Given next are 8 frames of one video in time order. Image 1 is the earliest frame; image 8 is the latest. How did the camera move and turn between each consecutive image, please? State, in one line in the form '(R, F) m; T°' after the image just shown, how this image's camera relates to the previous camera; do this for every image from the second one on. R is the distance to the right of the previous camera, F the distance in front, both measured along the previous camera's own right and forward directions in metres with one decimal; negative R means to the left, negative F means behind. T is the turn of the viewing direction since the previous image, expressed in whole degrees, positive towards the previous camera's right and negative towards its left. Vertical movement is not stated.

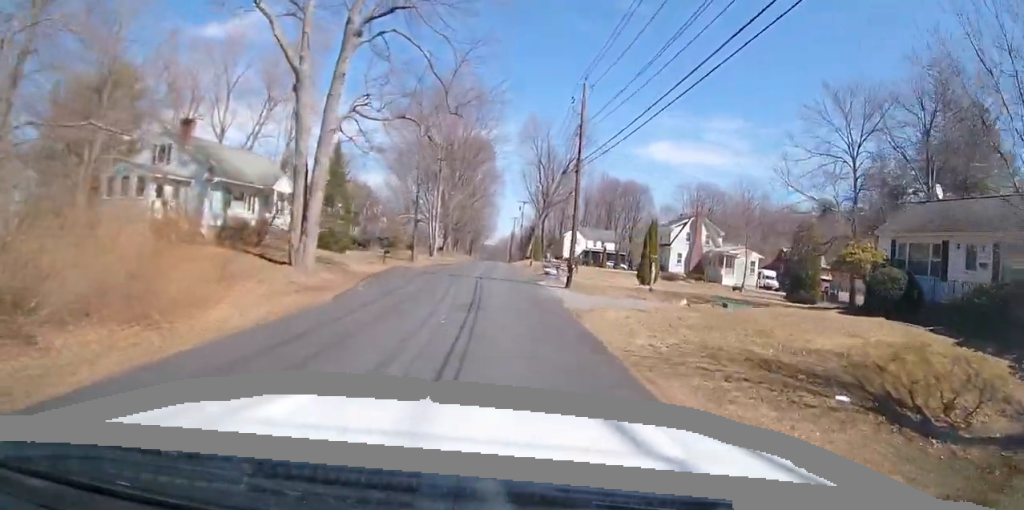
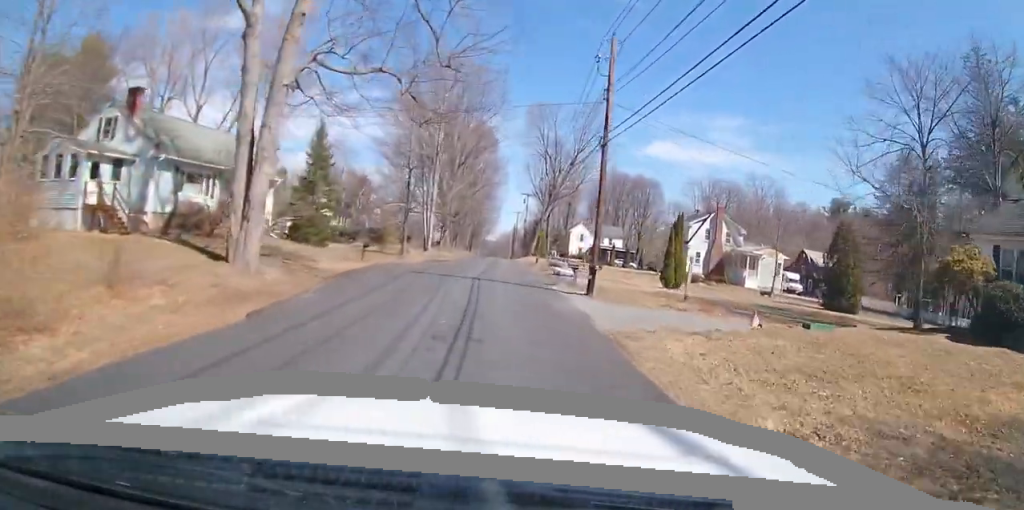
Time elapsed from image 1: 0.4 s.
(0.0, +6.2) m; 0°
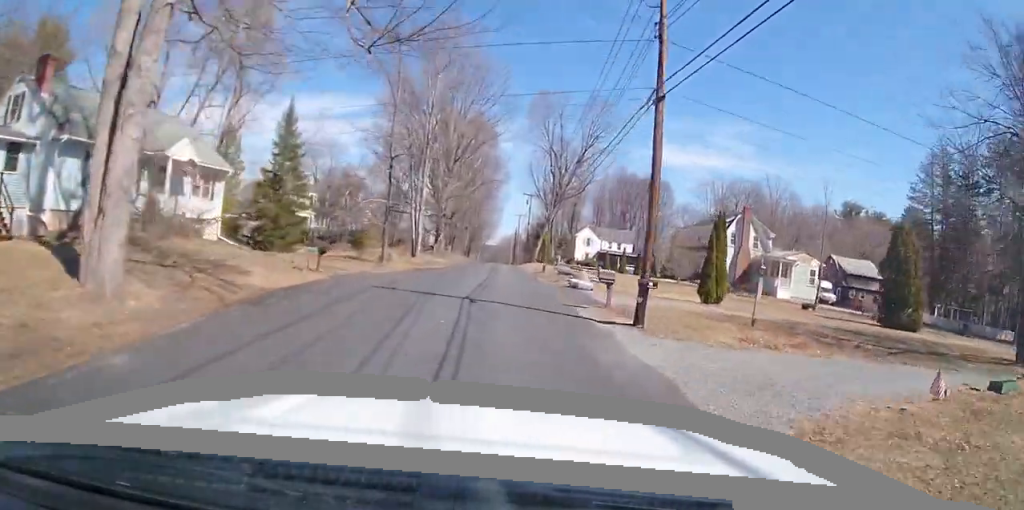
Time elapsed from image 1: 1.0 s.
(0.0, +7.6) m; 0°
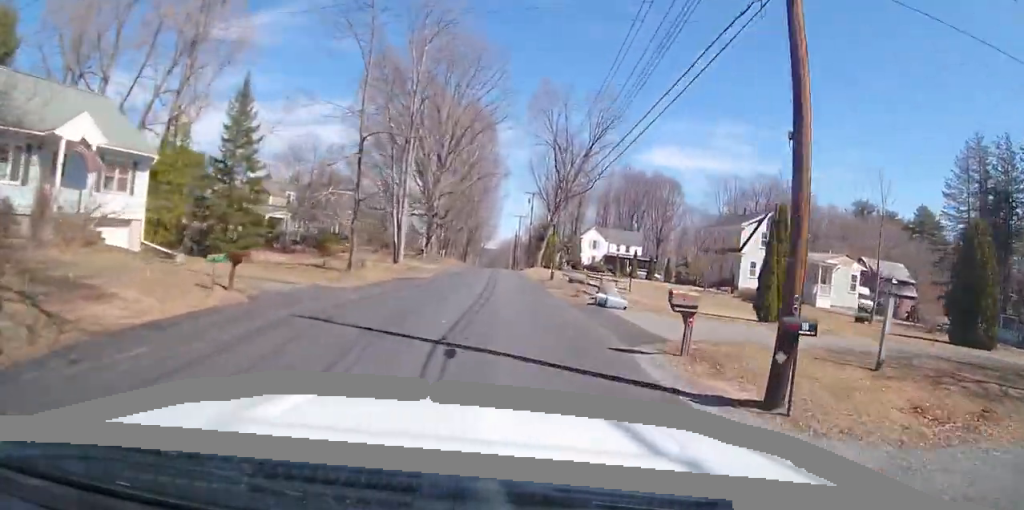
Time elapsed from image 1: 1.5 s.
(0.0, +7.7) m; 0°
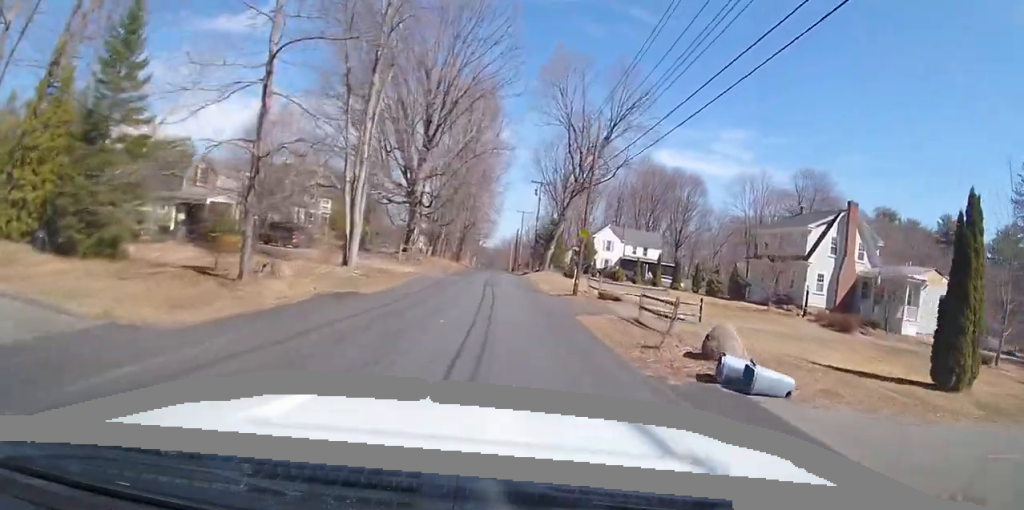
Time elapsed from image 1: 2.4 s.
(0.0, +12.4) m; 0°
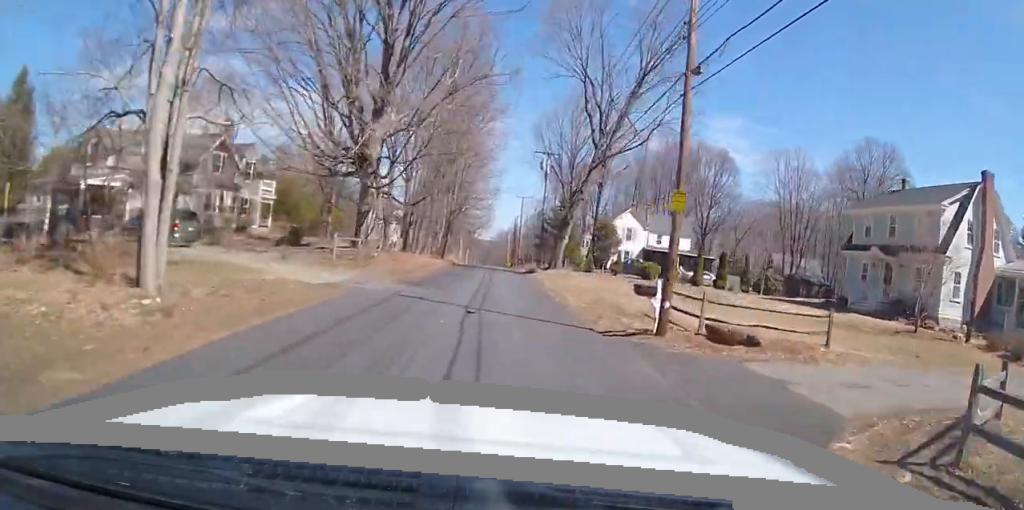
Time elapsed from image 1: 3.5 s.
(0.0, +15.8) m; 0°
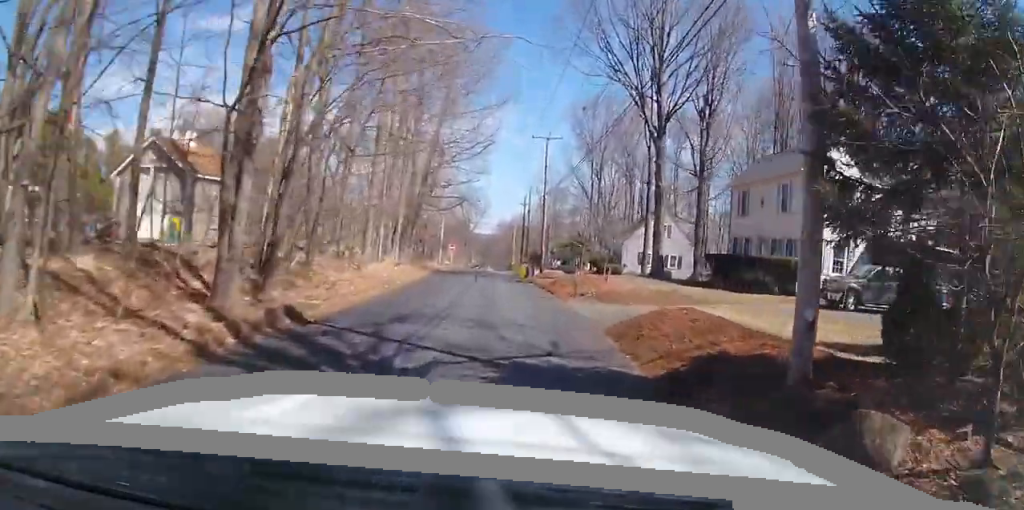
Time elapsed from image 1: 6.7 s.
(0.0, +44.9) m; 0°
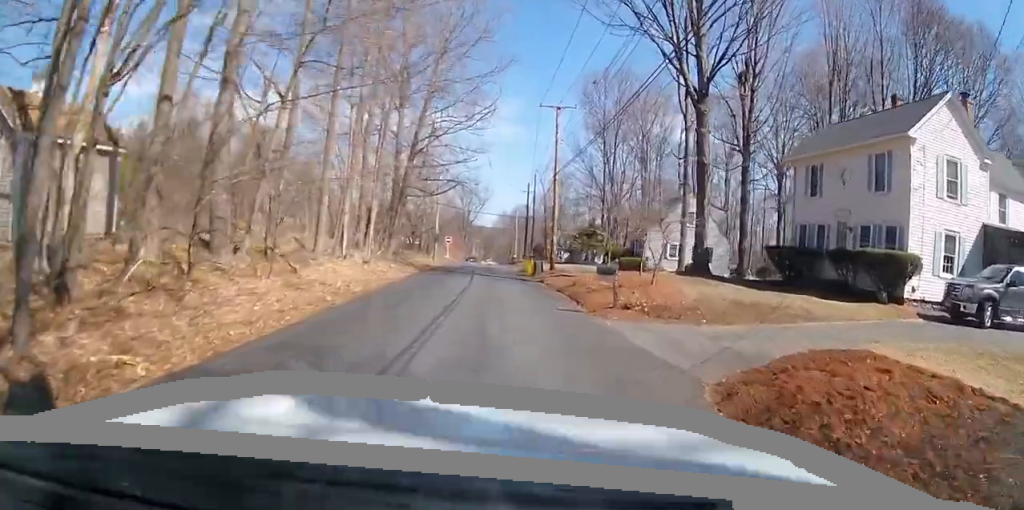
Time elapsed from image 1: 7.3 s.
(0.0, +7.4) m; 0°
